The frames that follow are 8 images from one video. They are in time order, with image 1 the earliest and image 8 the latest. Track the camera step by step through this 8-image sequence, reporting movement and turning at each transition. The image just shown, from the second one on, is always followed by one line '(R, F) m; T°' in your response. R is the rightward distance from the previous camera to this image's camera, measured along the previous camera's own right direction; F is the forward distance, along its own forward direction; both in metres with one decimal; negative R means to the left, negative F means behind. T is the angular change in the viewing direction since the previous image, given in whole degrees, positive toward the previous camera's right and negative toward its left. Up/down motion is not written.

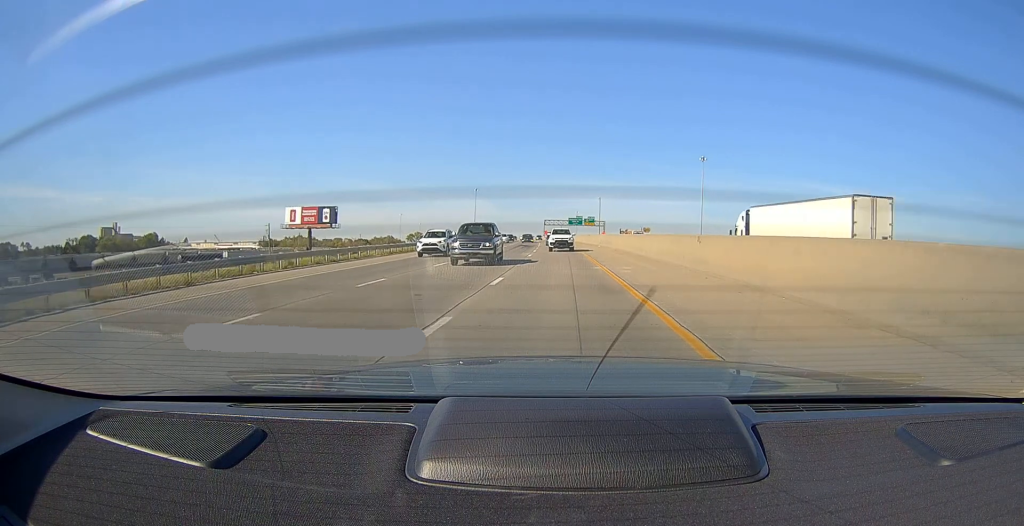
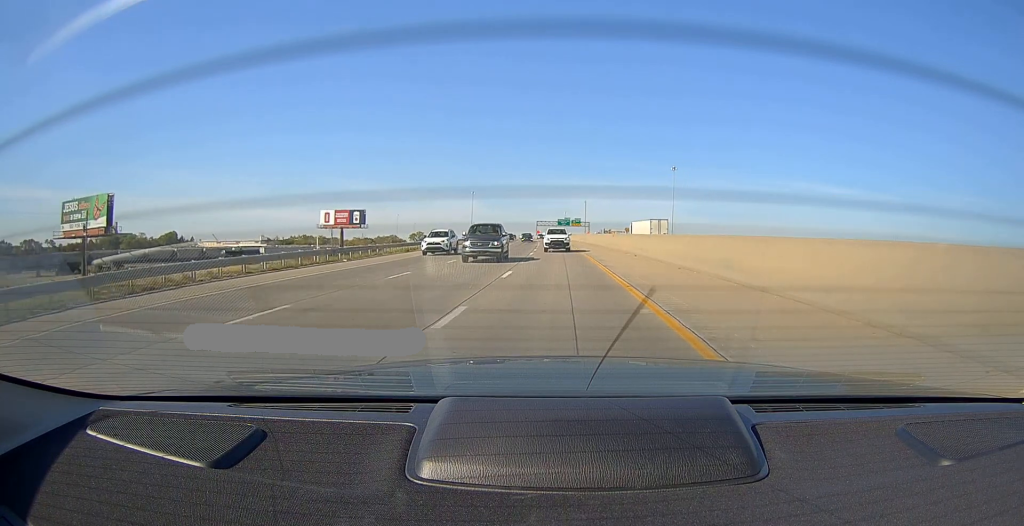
(+0.6, +31.0) m; +1°
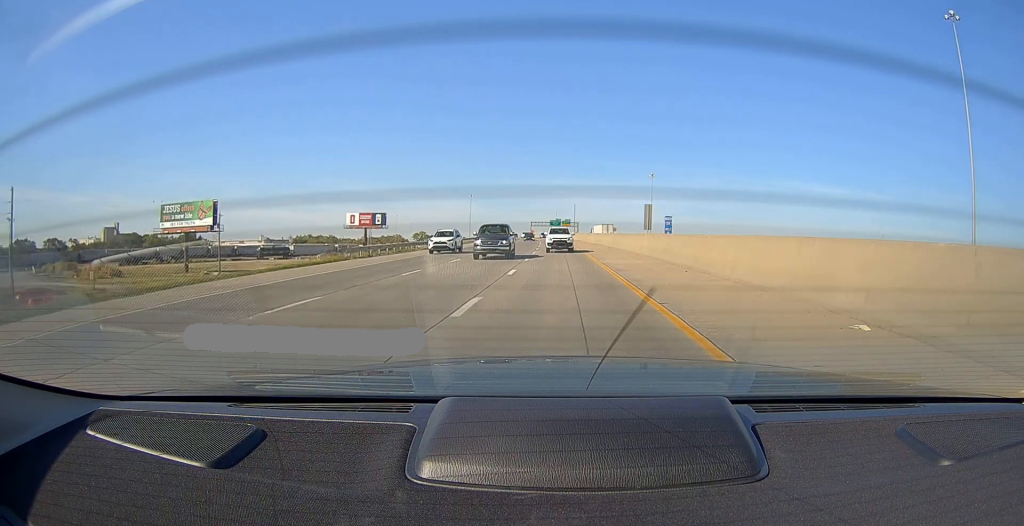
(+0.2, +31.0) m; +1°
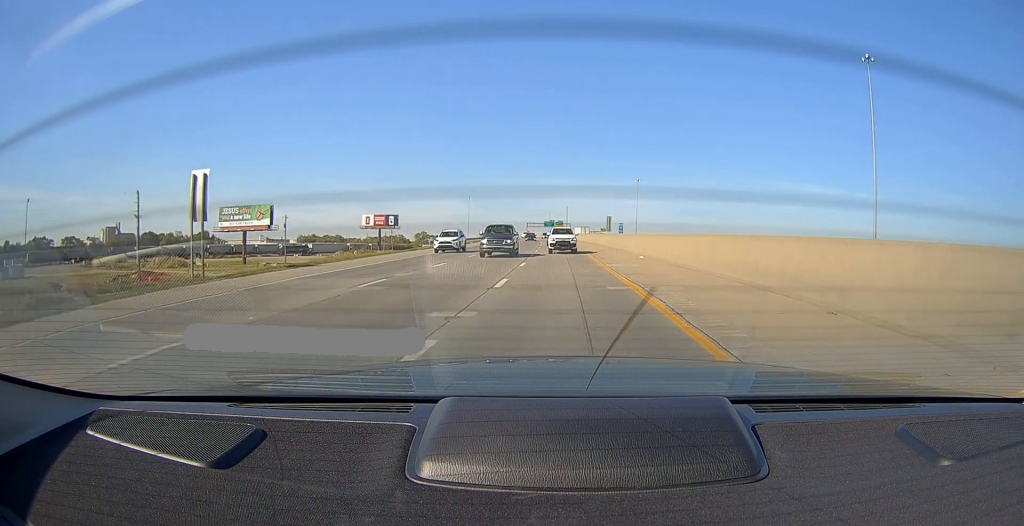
(+0.4, +24.9) m; +1°
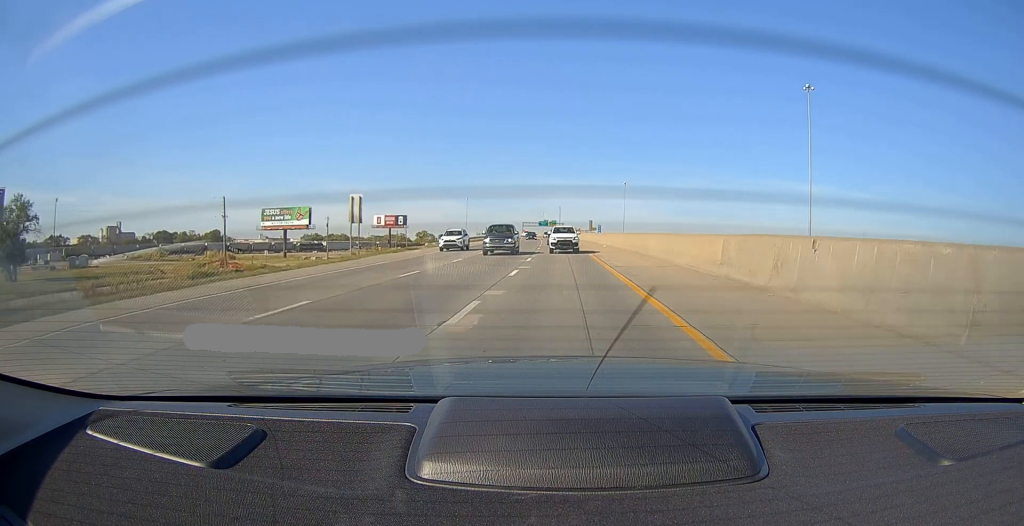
(+0.2, +23.9) m; +1°
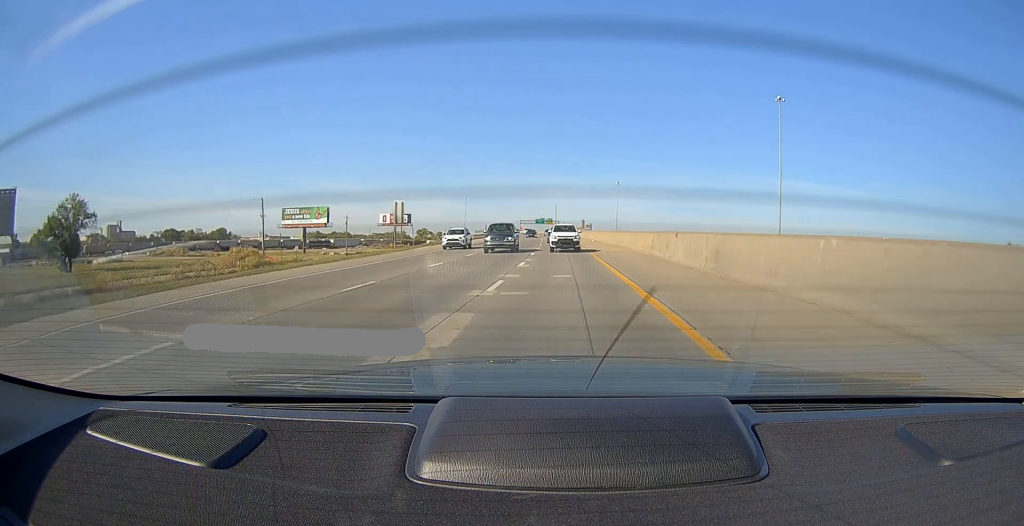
(0.0, +14.5) m; 0°
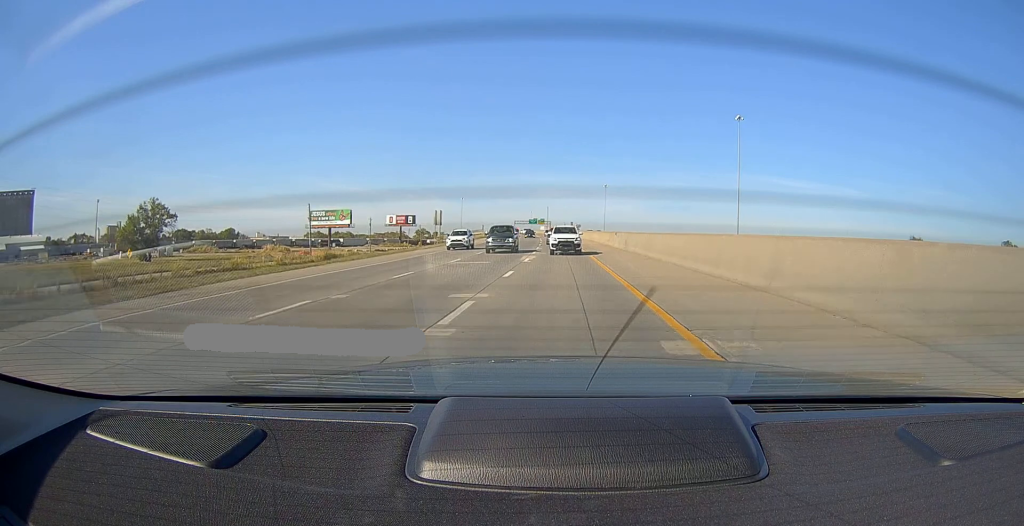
(0.0, +24.9) m; +1°
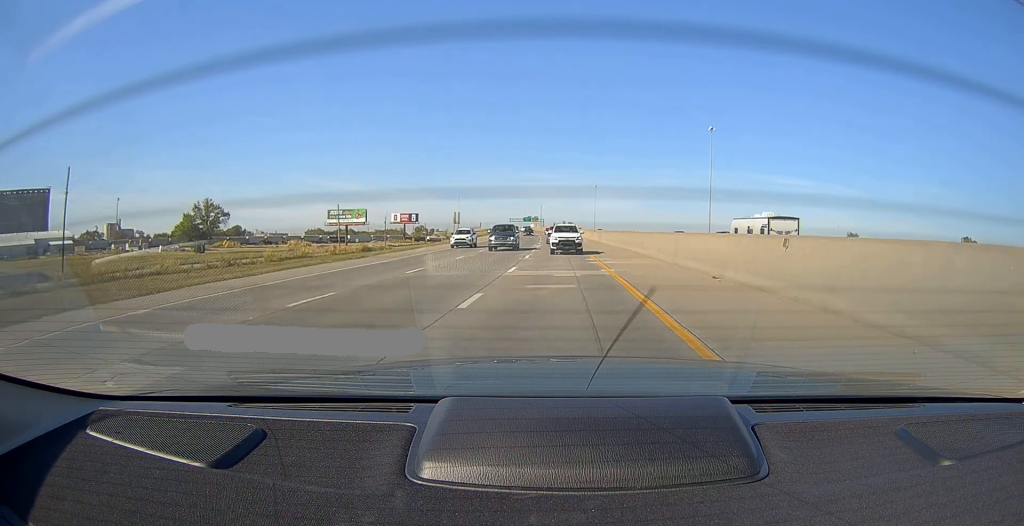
(+0.1, +21.7) m; +1°
